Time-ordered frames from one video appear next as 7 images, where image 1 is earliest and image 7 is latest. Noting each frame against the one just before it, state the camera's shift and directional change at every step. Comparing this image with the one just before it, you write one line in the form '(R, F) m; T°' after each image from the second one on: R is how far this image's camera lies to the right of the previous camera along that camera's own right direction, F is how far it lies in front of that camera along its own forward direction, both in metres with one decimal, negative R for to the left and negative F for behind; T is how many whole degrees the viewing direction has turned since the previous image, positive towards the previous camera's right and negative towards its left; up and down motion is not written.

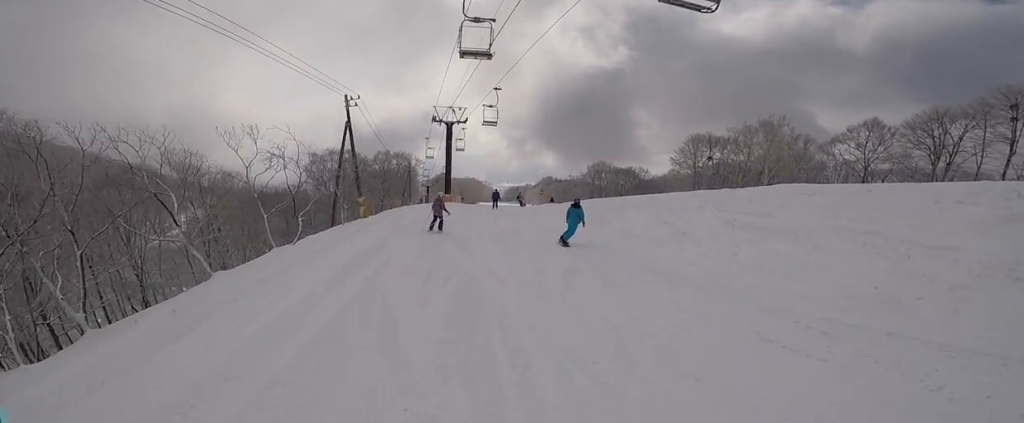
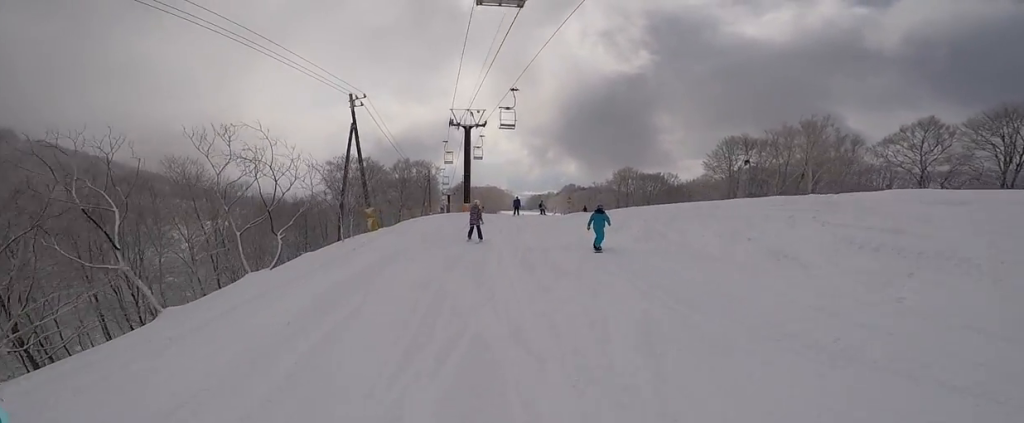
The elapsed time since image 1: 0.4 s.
(-0.2, +2.9) m; -3°
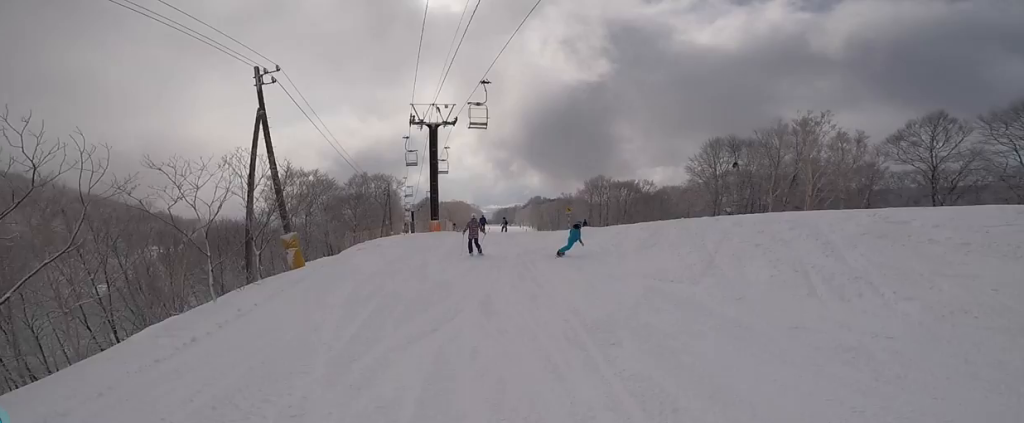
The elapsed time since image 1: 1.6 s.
(-0.3, +7.3) m; +4°
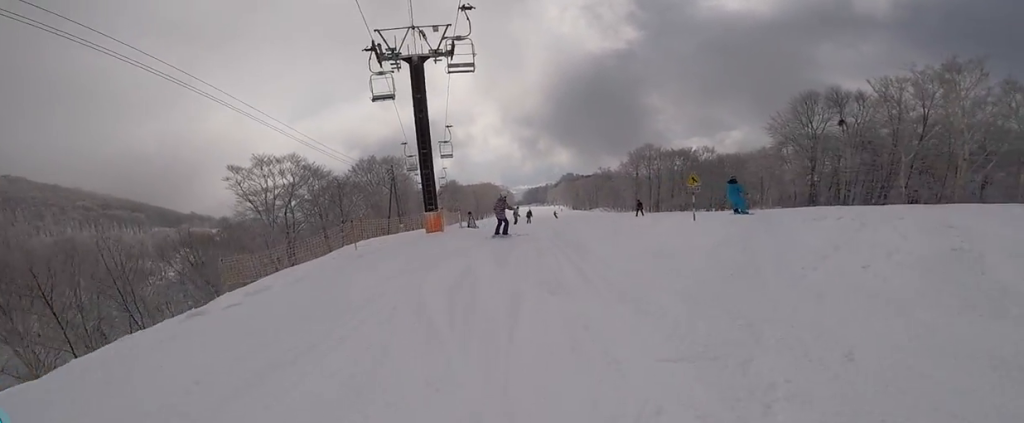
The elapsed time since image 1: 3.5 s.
(+1.7, +12.3) m; +9°
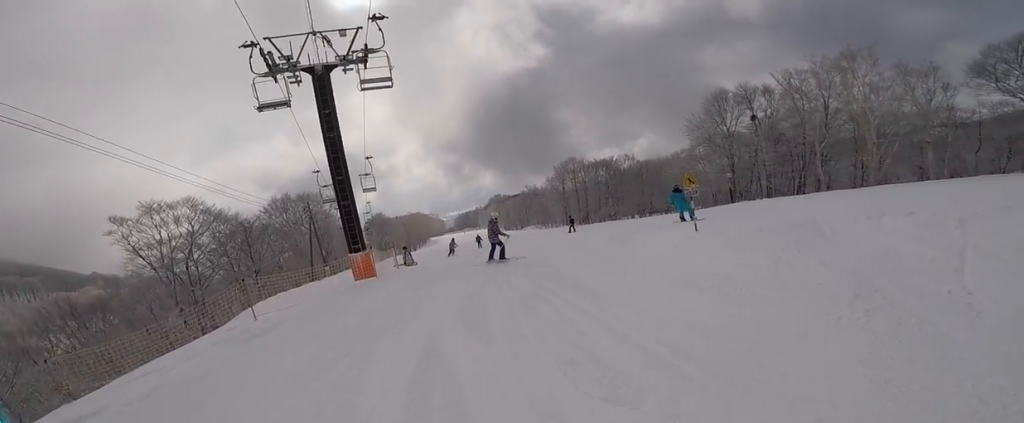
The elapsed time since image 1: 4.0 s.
(0.0, +3.1) m; +6°
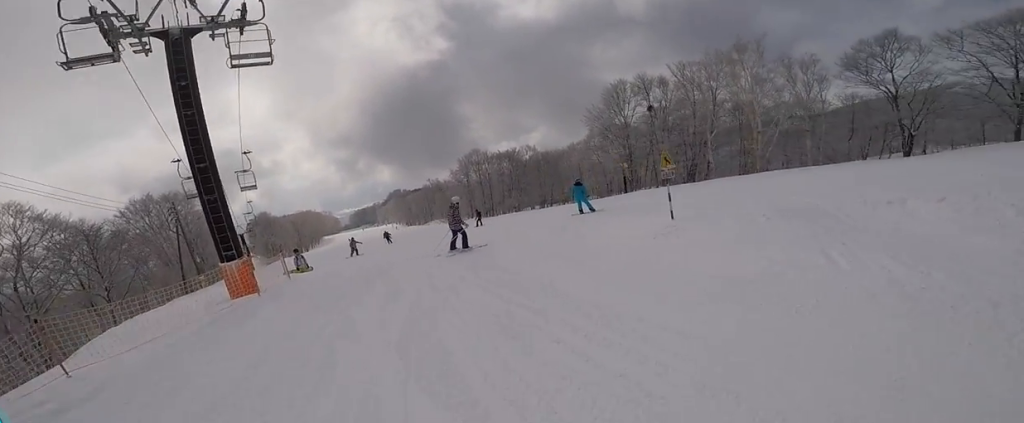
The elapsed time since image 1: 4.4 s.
(-0.3, +2.4) m; +9°
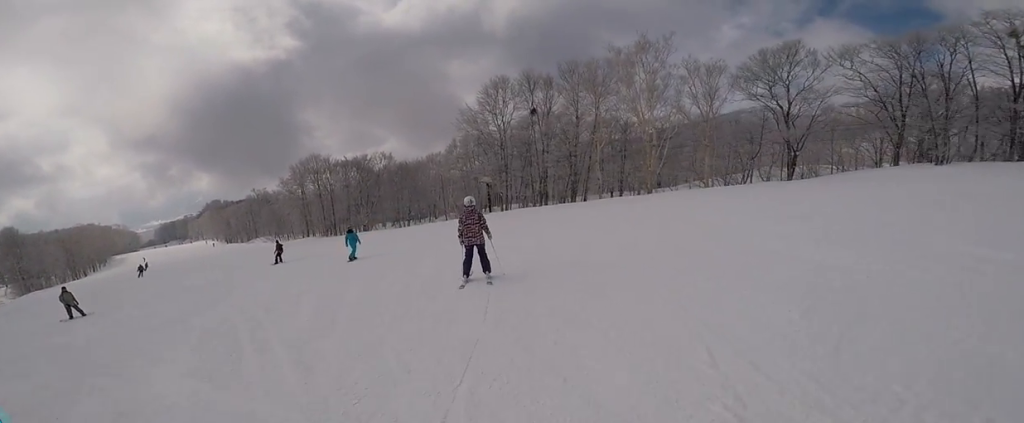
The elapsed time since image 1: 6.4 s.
(+2.7, +9.8) m; +18°
